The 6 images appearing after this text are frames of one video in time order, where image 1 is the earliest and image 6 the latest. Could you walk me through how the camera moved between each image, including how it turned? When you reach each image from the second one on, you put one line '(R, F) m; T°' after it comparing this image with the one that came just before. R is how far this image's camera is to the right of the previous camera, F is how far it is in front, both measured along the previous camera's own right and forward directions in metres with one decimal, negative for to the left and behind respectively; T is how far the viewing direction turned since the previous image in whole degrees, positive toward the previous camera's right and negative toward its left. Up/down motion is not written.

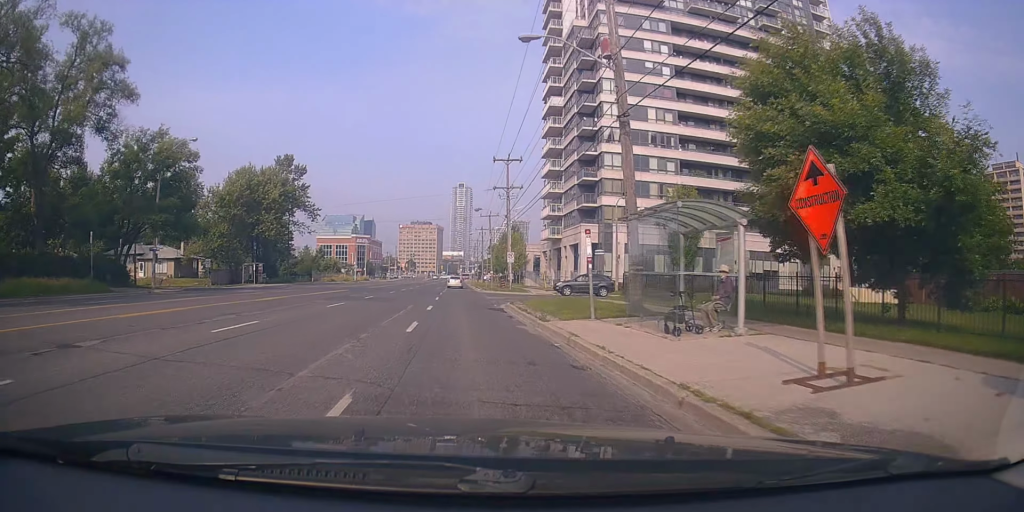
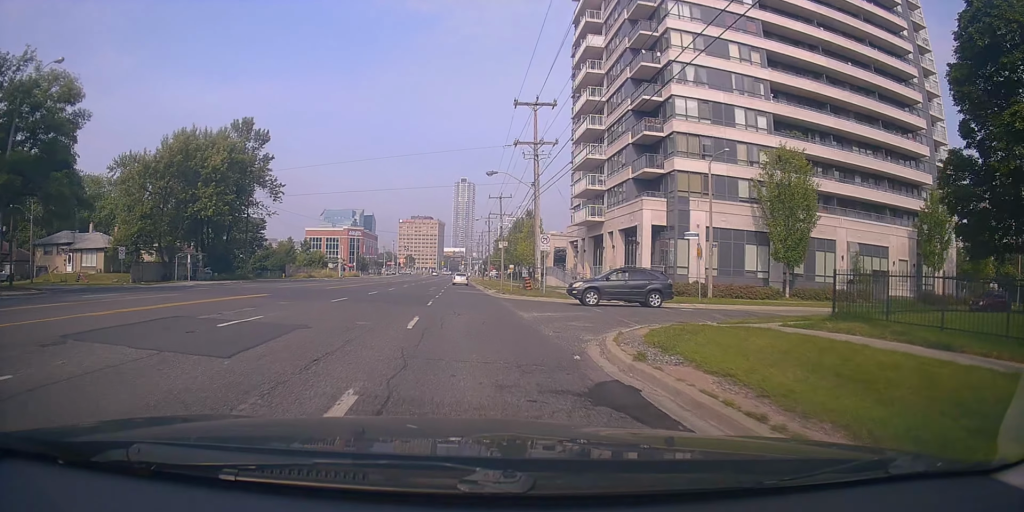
(+0.1, +19.0) m; 0°
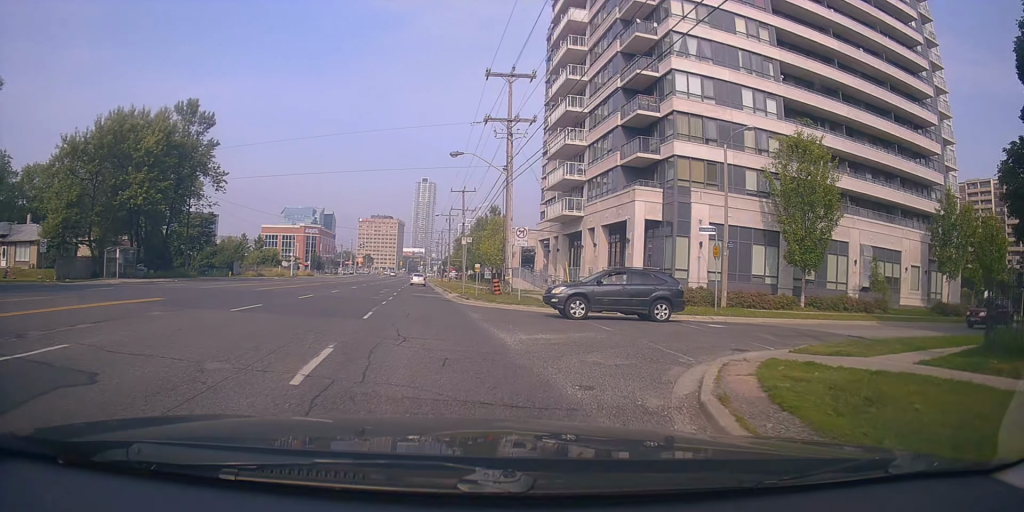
(-0.3, +6.6) m; +5°
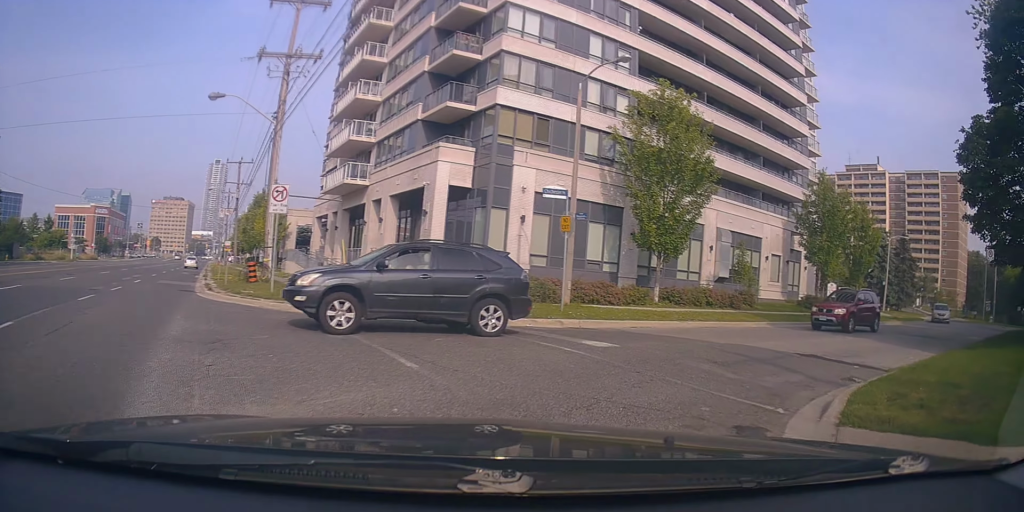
(+1.3, +8.0) m; +22°
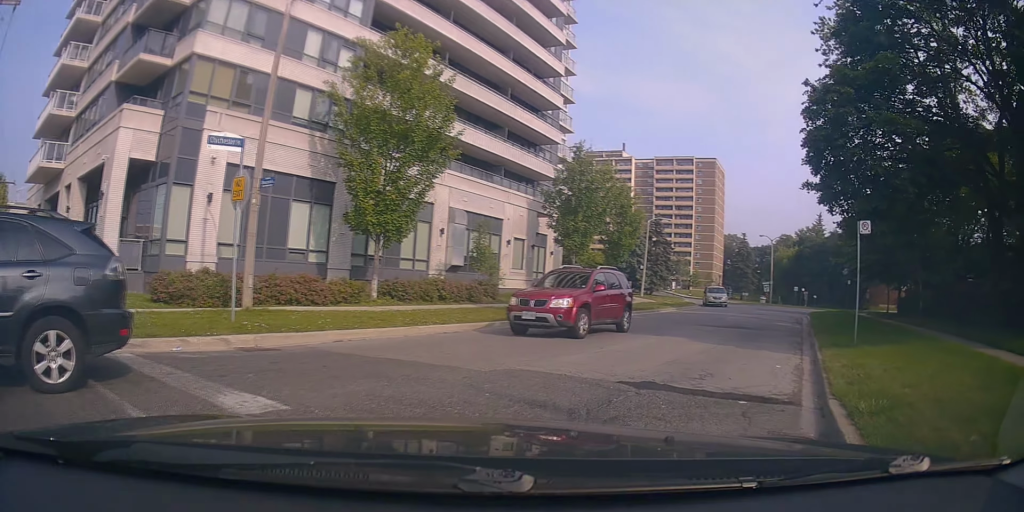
(+1.4, +5.3) m; +24°
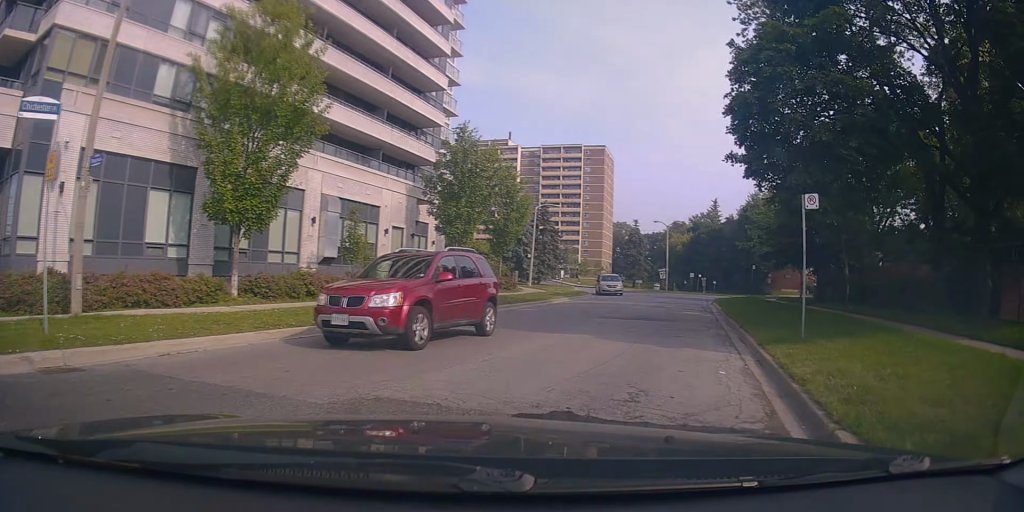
(+0.3, +2.4) m; +9°
